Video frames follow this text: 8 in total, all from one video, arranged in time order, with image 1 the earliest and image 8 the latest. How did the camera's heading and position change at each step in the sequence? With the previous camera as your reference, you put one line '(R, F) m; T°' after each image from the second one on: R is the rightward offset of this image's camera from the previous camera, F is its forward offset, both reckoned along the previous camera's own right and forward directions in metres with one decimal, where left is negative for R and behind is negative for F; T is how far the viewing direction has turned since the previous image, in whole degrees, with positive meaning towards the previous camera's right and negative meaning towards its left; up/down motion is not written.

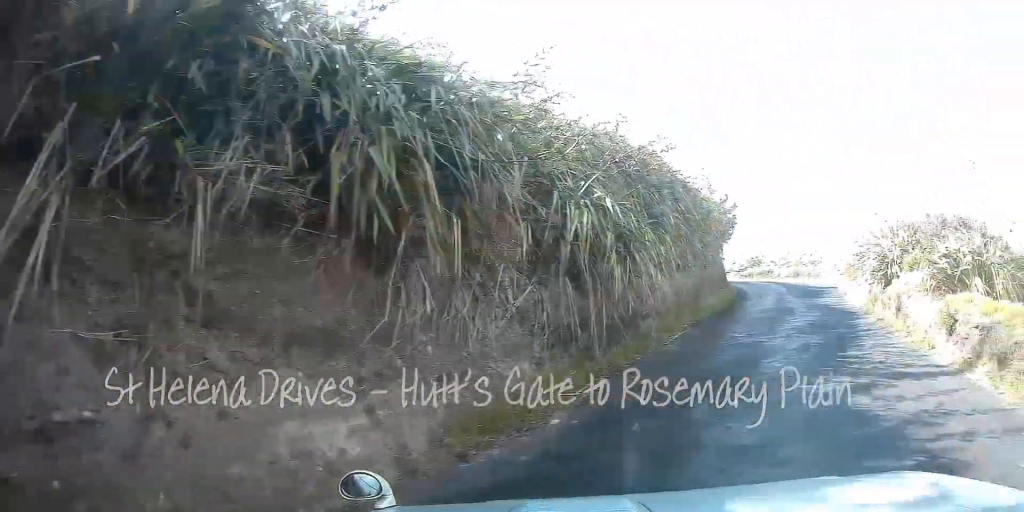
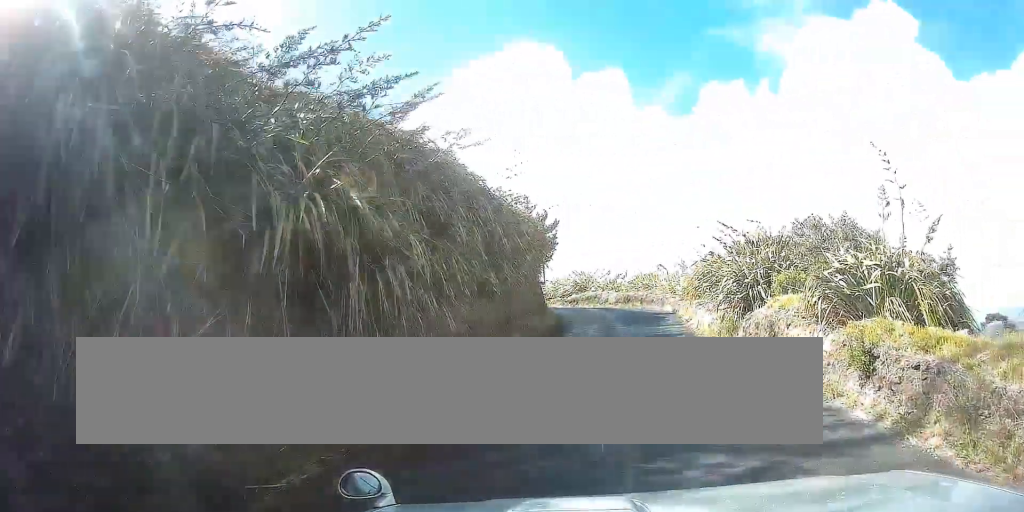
(+0.5, +2.2) m; +19°
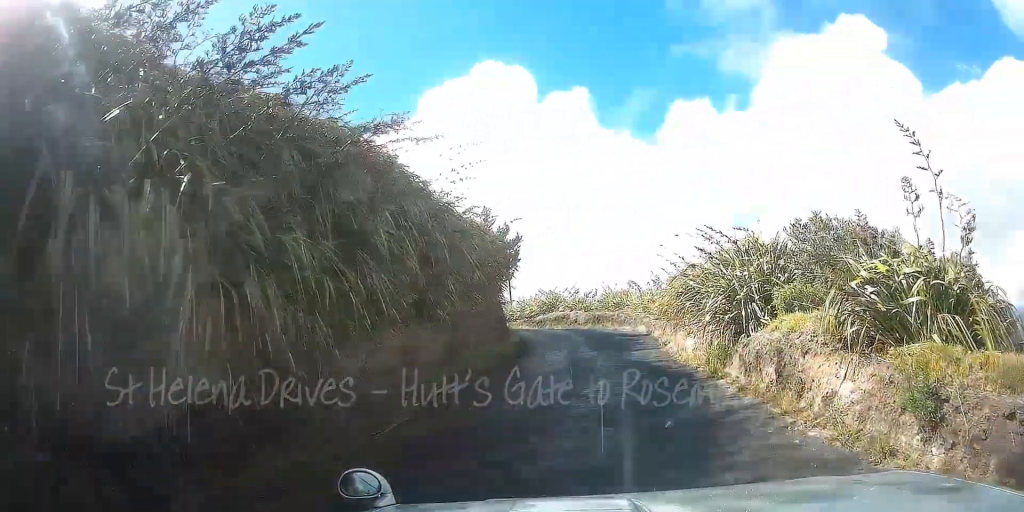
(+0.2, +1.8) m; +5°
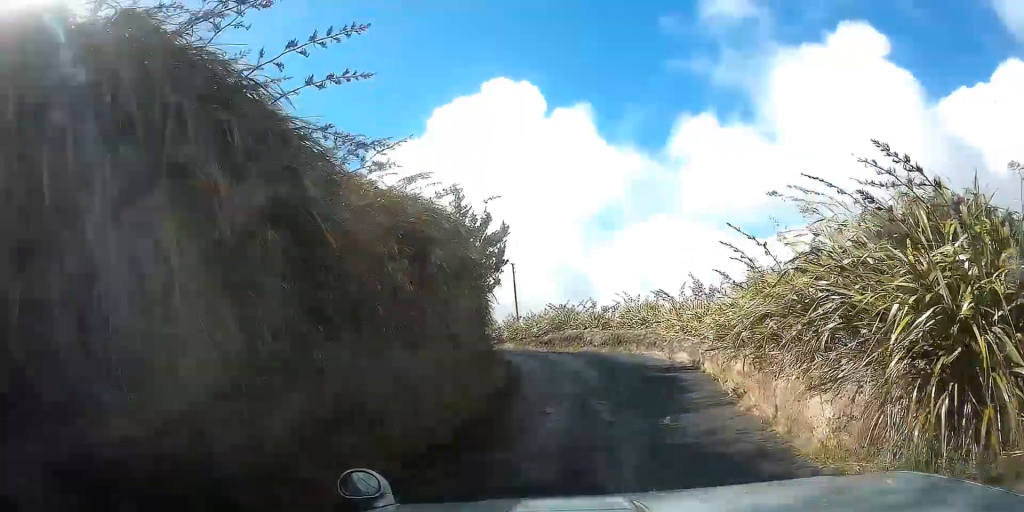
(+0.4, +5.9) m; +4°
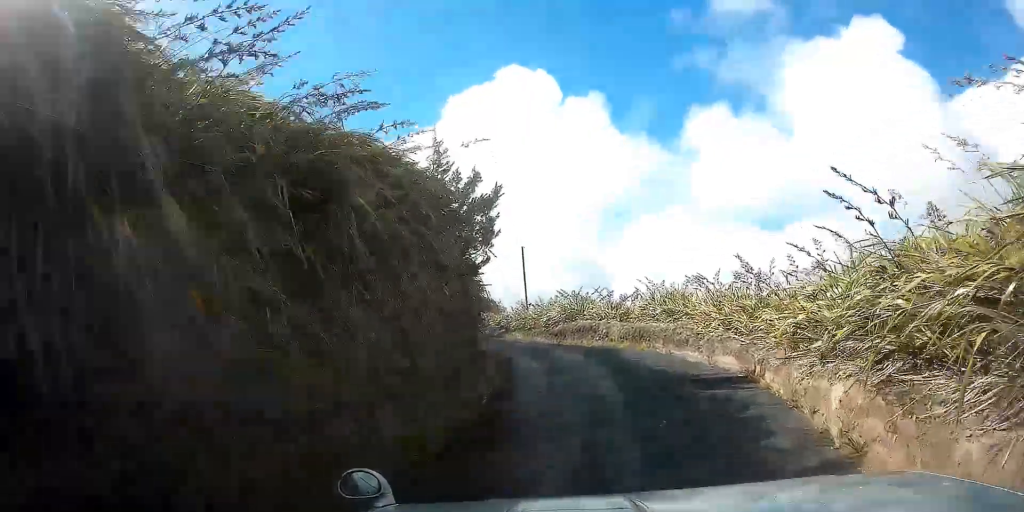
(0.0, +3.8) m; -1°
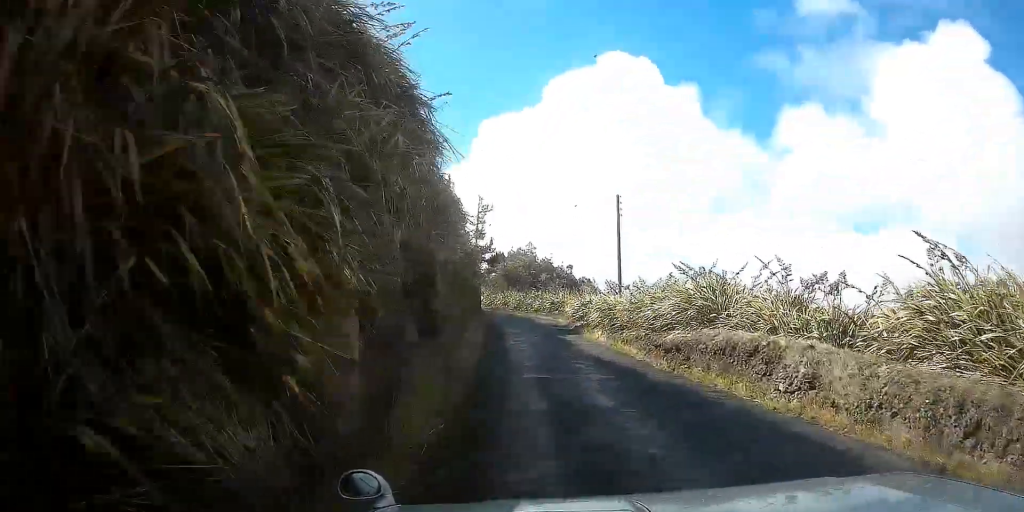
(-1.5, +14.9) m; -12°
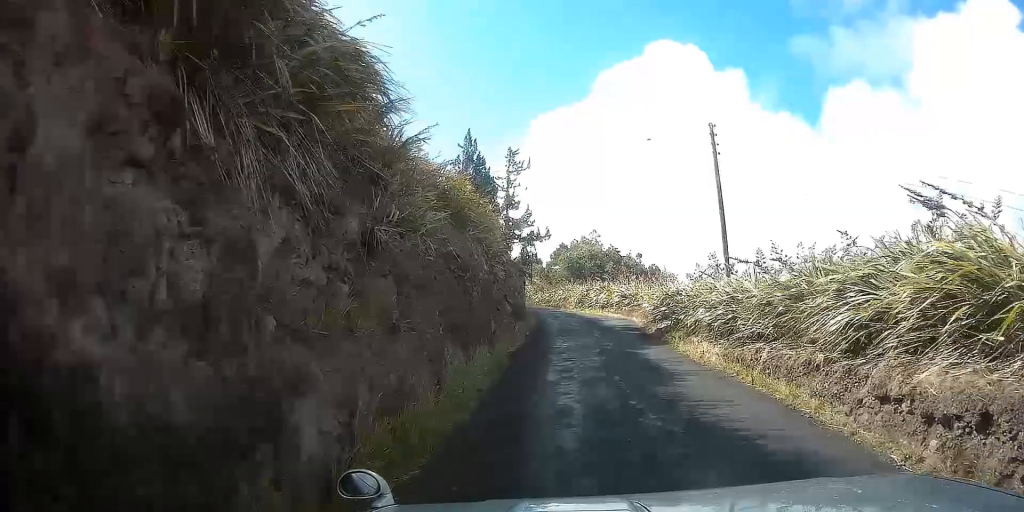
(-0.5, +9.8) m; -6°
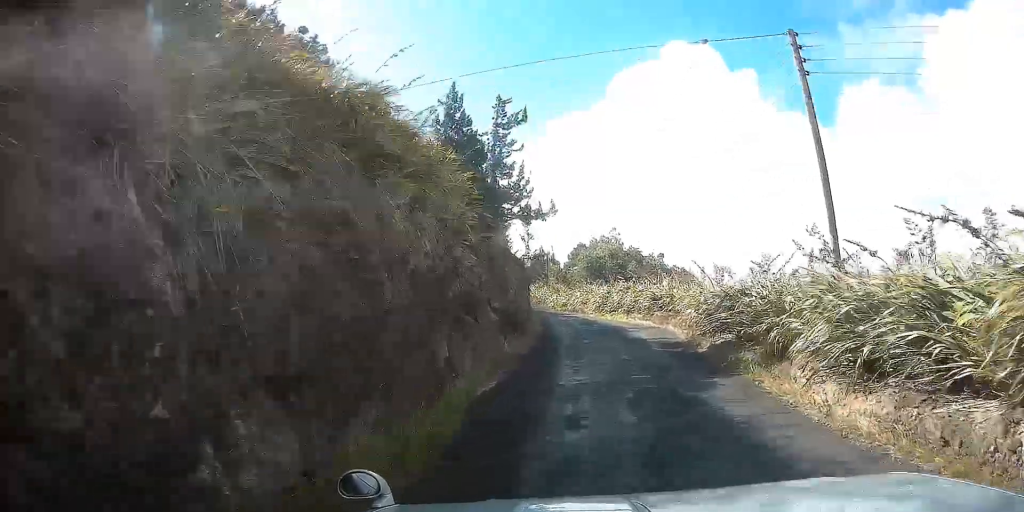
(-0.2, +6.9) m; -3°
